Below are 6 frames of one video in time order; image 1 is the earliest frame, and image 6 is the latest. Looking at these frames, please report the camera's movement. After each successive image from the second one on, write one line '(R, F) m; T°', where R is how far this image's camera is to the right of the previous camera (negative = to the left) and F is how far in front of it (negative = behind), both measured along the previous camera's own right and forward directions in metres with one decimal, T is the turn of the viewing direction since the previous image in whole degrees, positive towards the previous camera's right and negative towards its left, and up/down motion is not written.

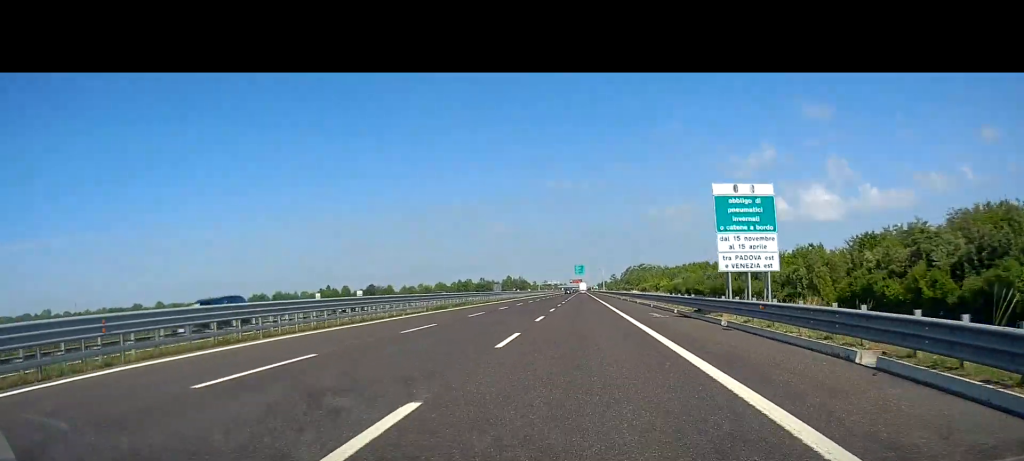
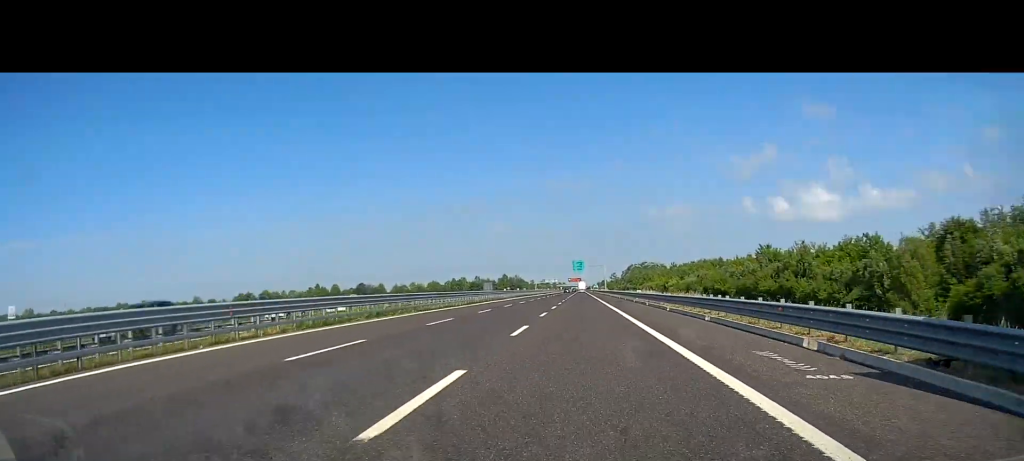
(+0.1, +21.0) m; 0°
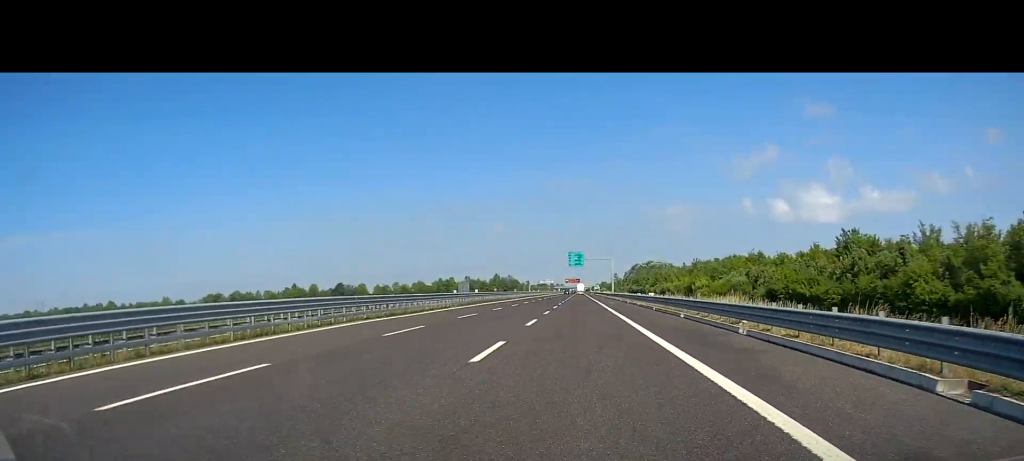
(+0.4, +42.2) m; +1°
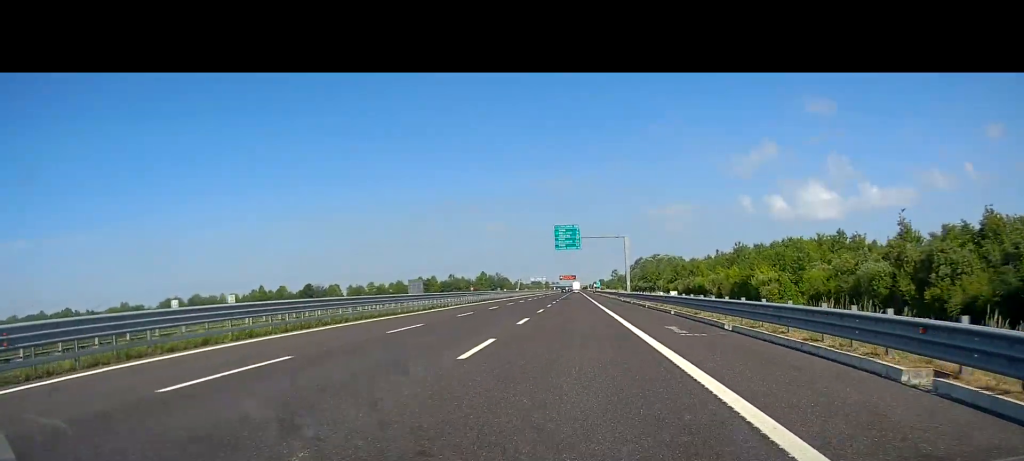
(-0.5, +47.5) m; -1°
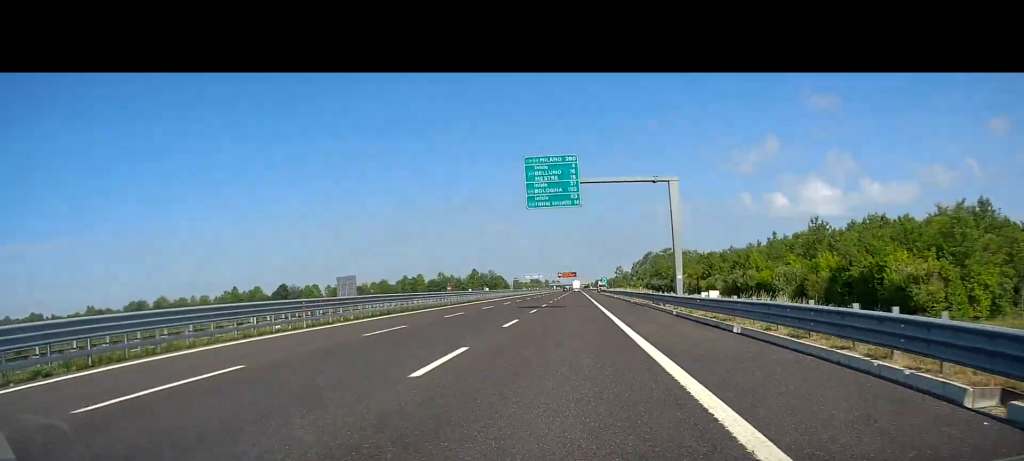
(0.0, +37.7) m; +1°
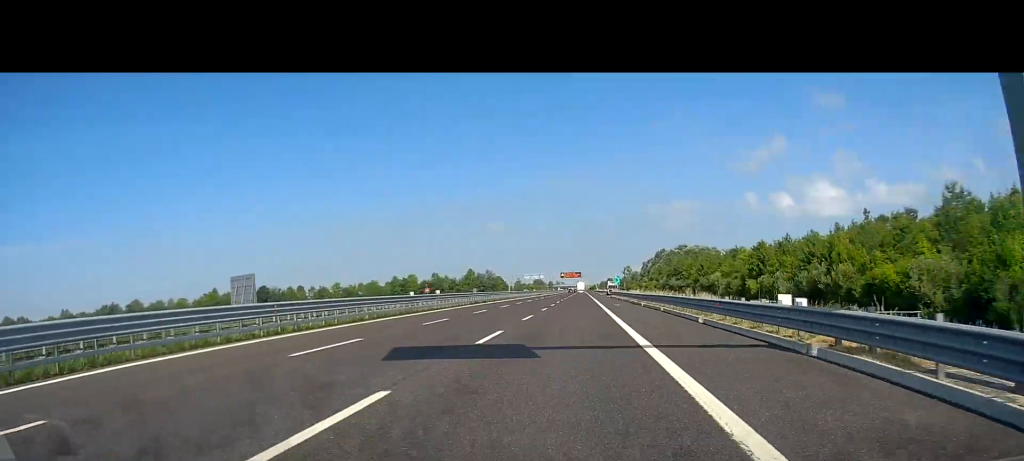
(+0.4, +29.8) m; 0°
